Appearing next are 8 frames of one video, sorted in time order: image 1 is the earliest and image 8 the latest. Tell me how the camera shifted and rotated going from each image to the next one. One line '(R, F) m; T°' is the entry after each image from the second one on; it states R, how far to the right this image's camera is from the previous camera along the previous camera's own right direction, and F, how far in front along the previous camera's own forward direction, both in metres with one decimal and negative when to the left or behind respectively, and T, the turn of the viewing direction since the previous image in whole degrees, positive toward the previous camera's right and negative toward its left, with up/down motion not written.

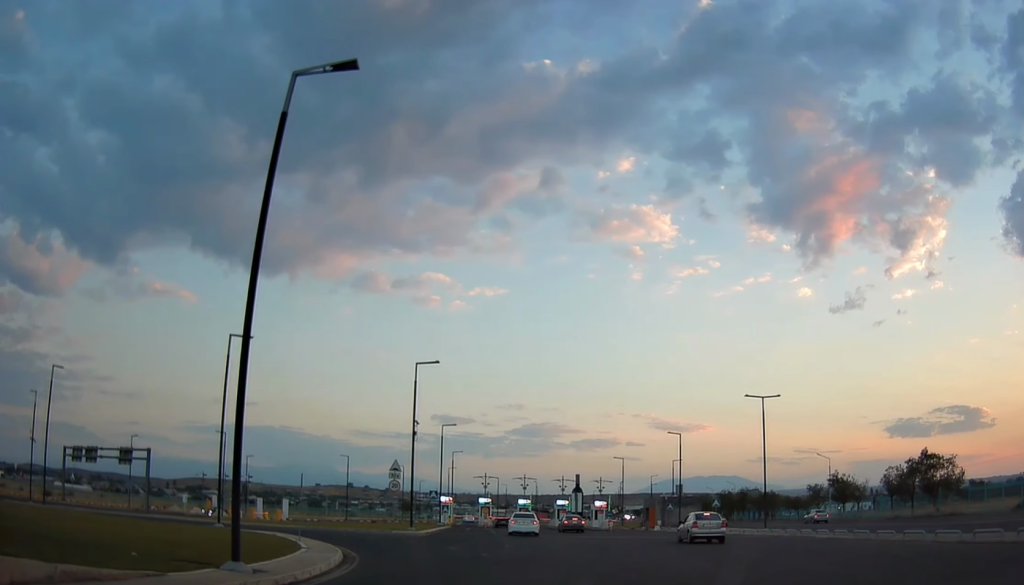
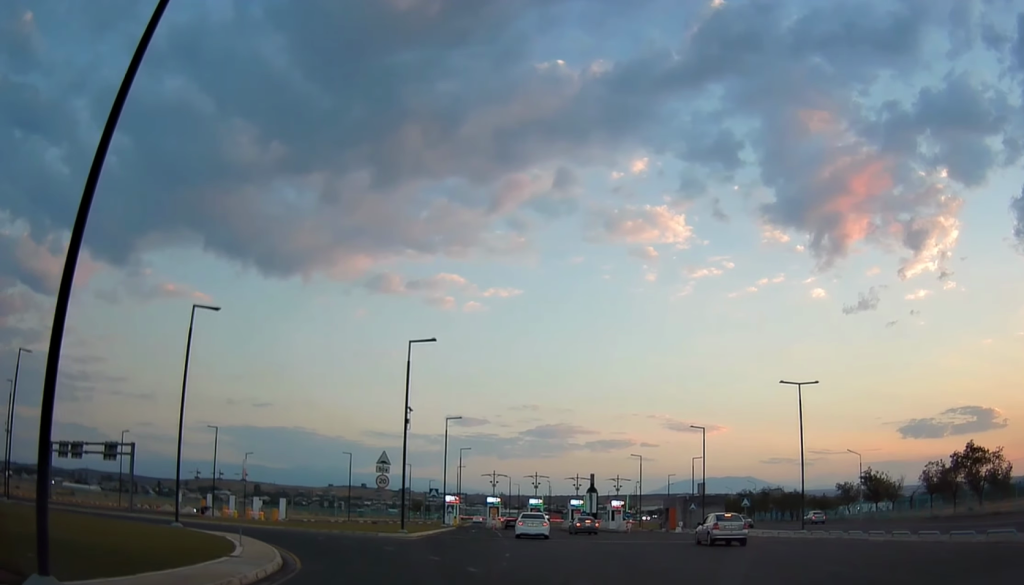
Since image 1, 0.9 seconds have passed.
(+0.2, +5.6) m; -1°
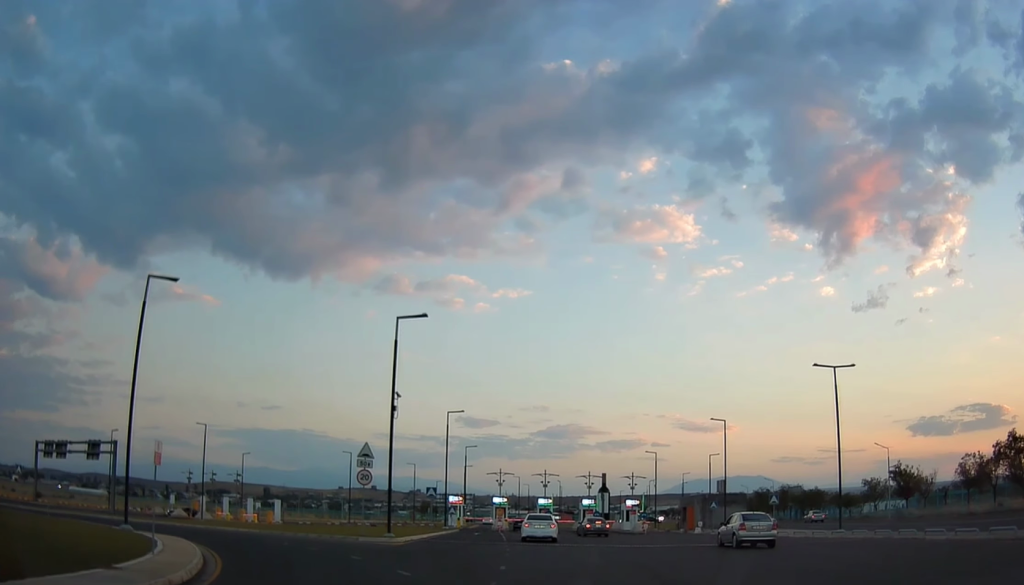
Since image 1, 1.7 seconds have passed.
(-0.1, +4.9) m; -4°
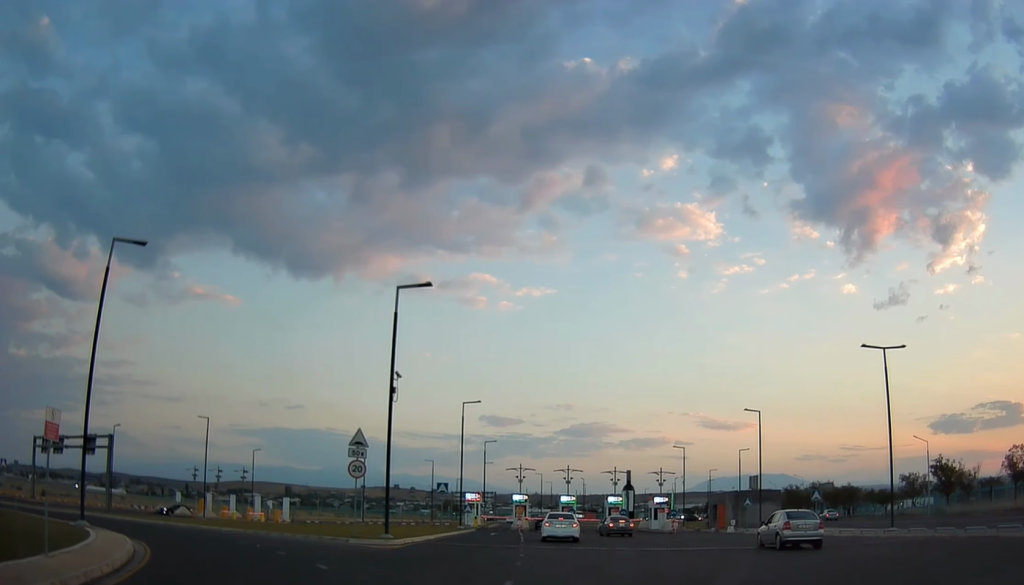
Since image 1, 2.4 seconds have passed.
(-0.2, +4.3) m; -5°
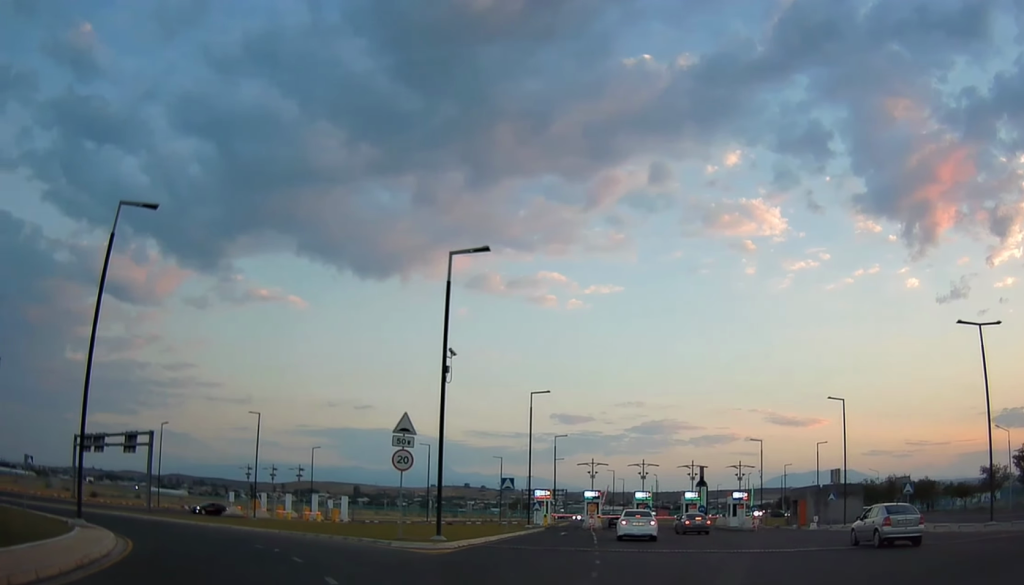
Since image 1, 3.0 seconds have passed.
(-0.1, +3.9) m; -5°
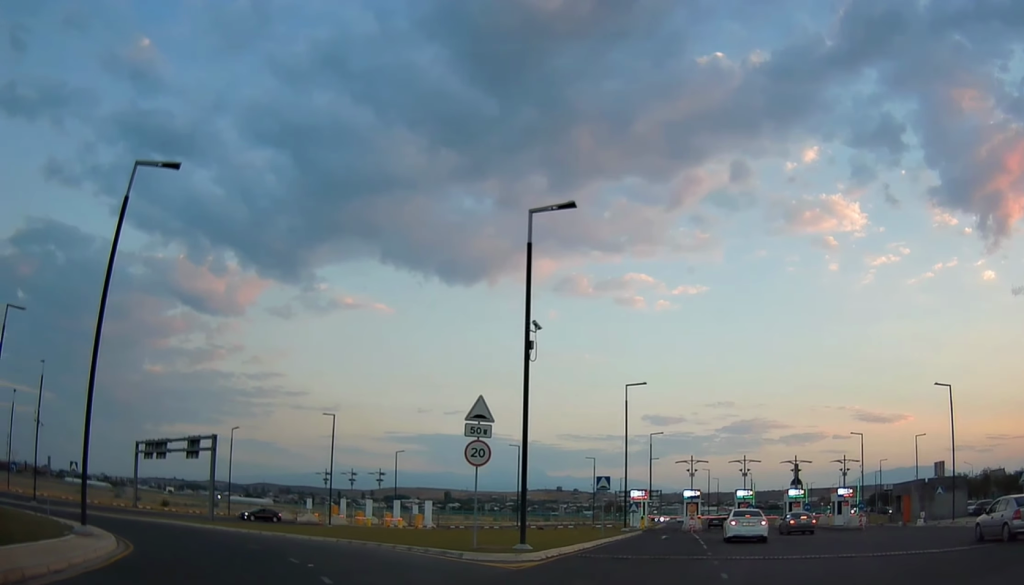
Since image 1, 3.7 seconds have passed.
(-0.3, +4.1) m; -6°
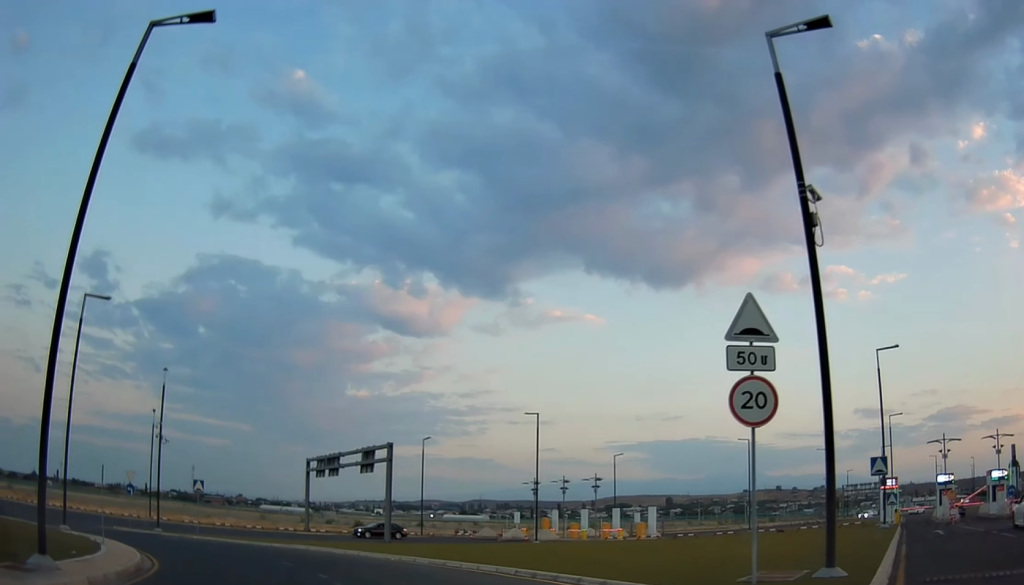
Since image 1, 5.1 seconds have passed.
(-0.8, +8.9) m; -13°
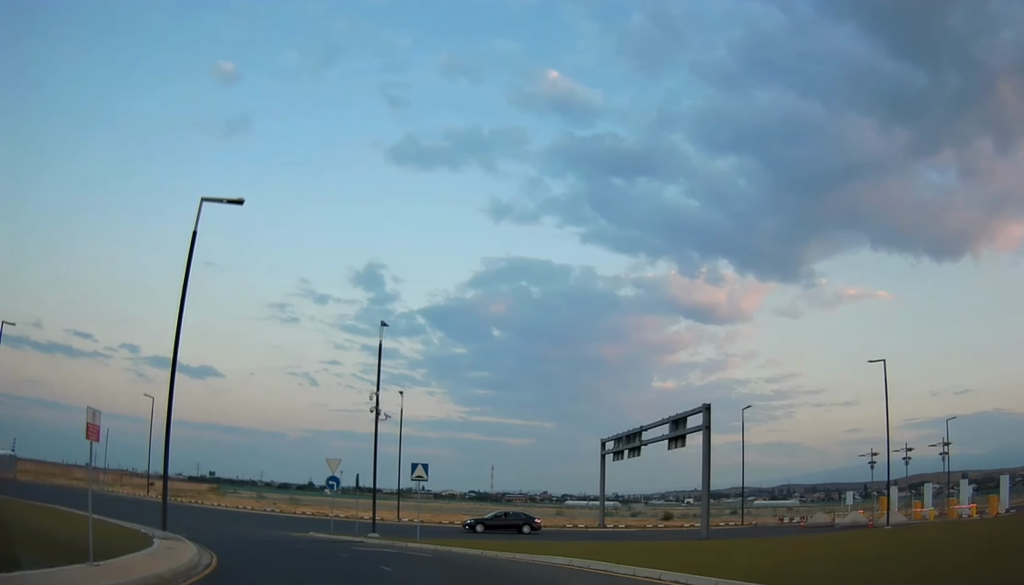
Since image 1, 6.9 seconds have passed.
(-2.3, +12.3) m; -26°
